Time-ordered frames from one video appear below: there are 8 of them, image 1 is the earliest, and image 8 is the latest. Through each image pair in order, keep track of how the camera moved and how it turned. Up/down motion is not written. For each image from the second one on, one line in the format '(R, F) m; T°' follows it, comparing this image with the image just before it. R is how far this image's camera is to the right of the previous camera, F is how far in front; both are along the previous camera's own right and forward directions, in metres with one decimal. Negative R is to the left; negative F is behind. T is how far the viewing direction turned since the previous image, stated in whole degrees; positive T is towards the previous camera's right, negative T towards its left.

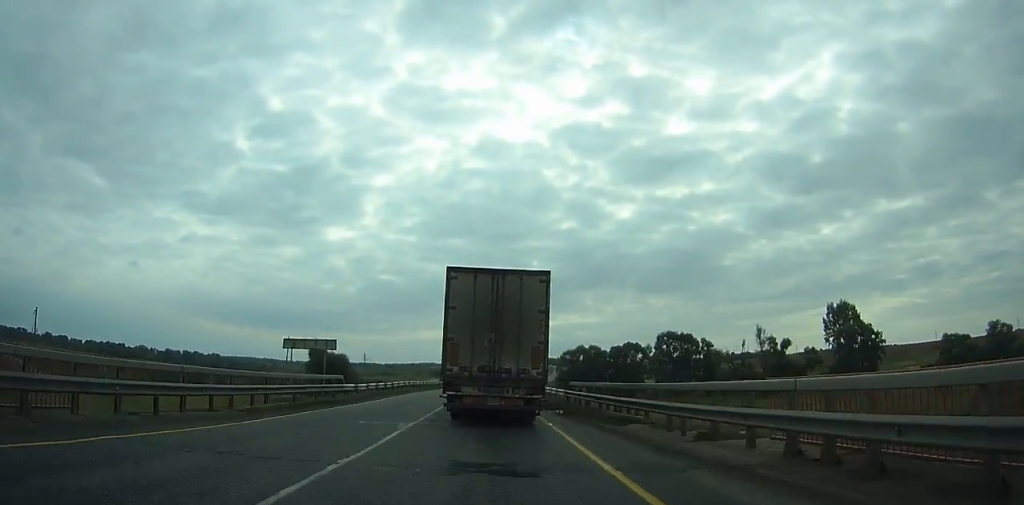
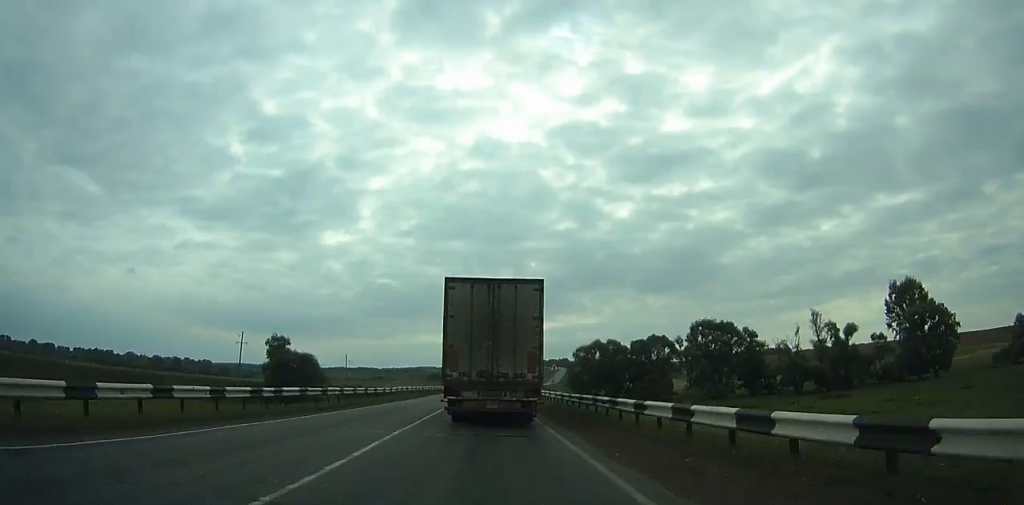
(0.0, +37.8) m; 0°
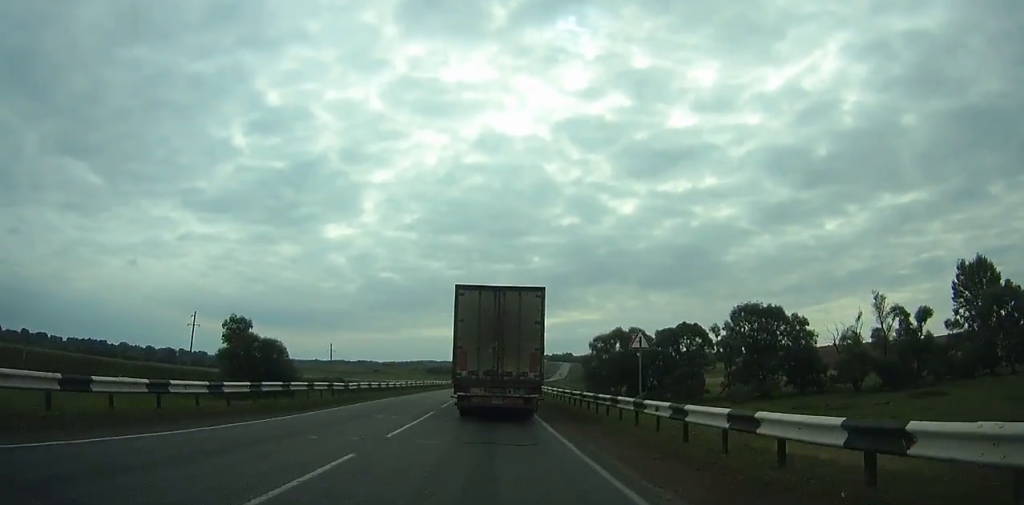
(0.0, +30.1) m; 0°
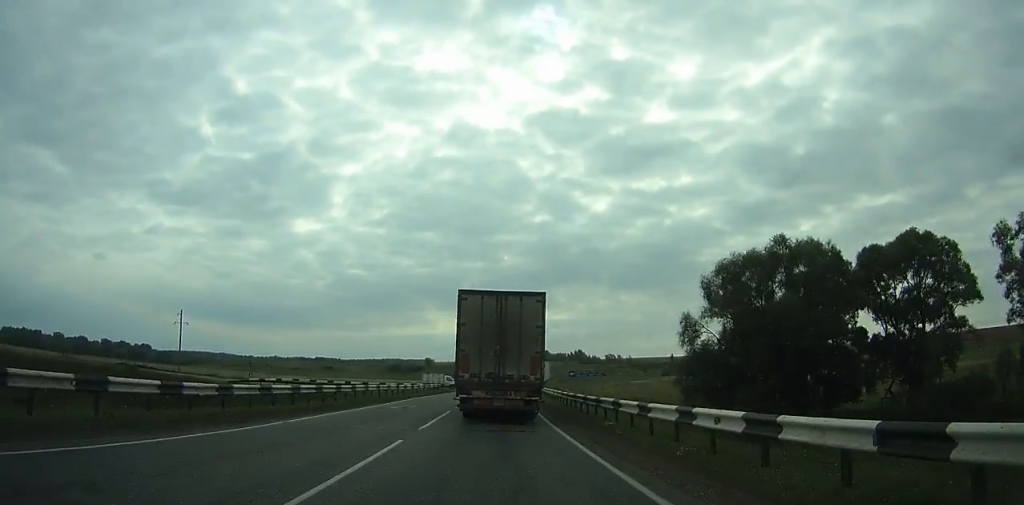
(+1.2, +102.8) m; +2°
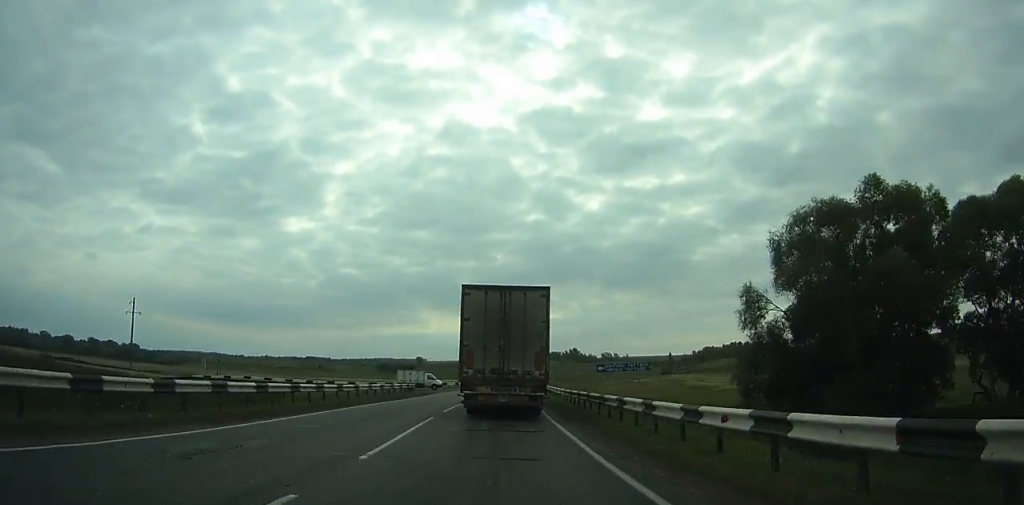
(0.0, +17.7) m; +1°
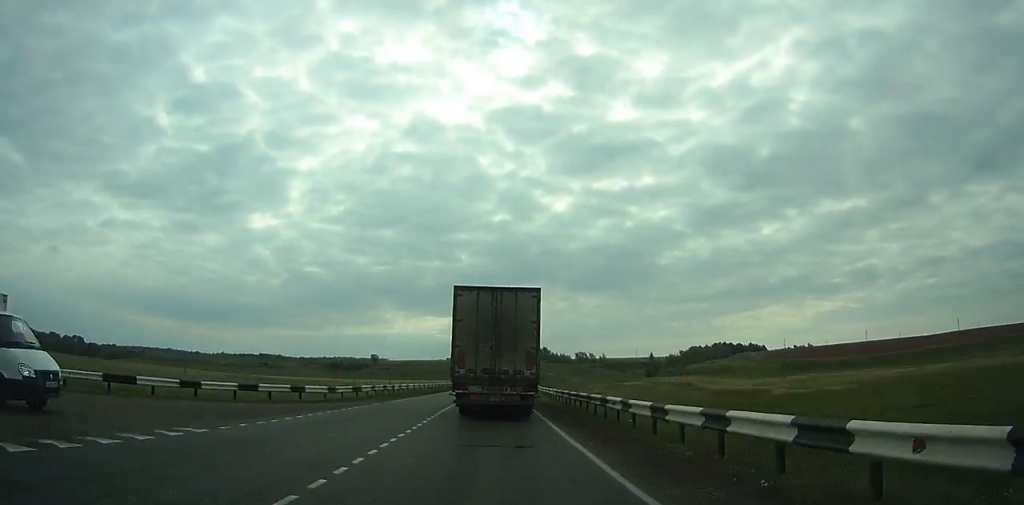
(+1.8, +63.2) m; +3°
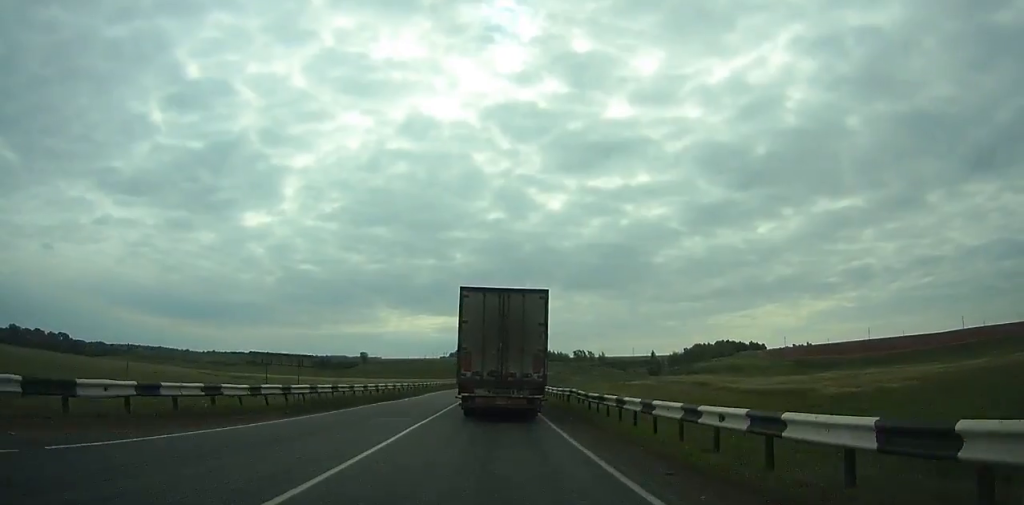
(+0.3, +24.4) m; +1°
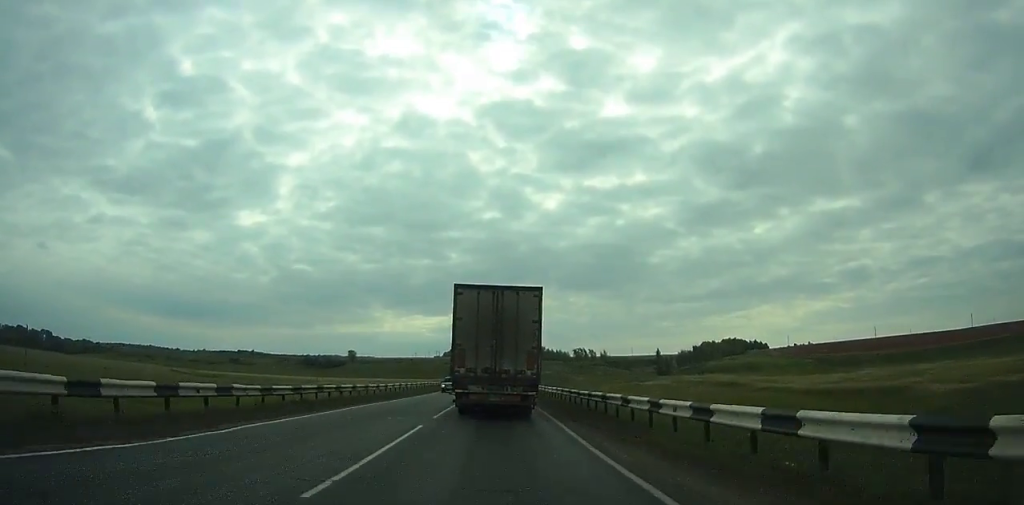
(+0.3, +32.5) m; +1°
